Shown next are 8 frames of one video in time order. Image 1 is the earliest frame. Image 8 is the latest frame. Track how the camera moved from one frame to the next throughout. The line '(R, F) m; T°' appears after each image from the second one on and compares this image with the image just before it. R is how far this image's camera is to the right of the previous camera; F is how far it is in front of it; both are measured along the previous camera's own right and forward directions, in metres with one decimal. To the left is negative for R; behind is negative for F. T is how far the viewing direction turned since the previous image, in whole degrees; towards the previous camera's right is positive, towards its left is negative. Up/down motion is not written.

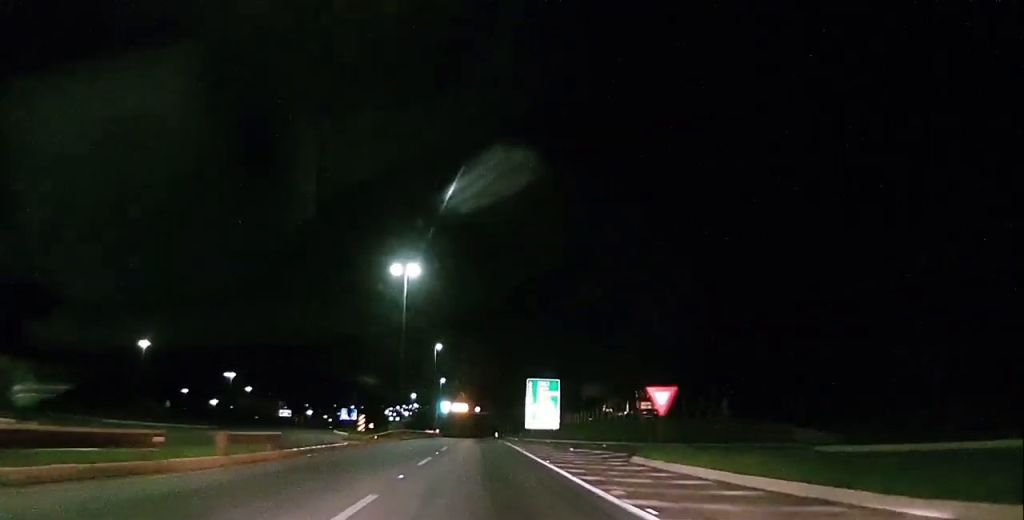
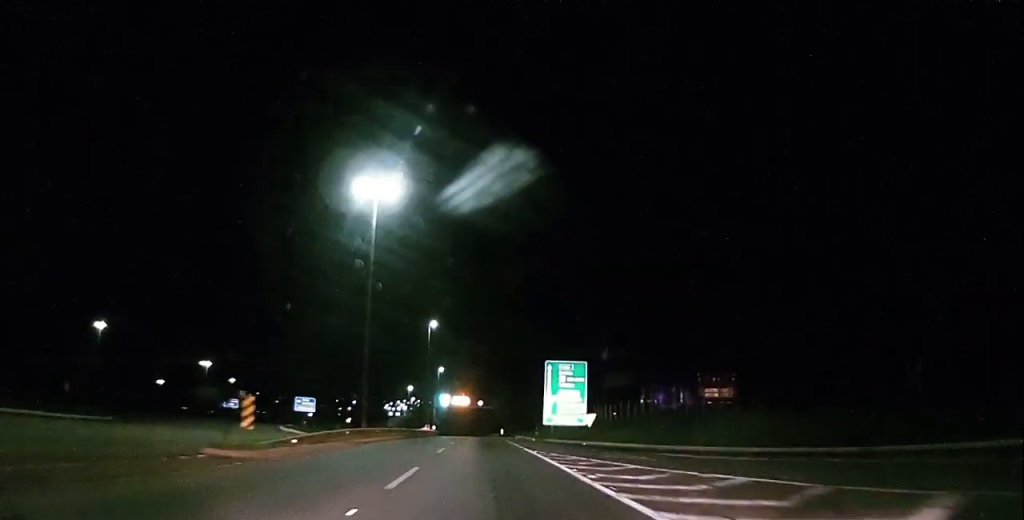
(+0.3, +18.8) m; -1°
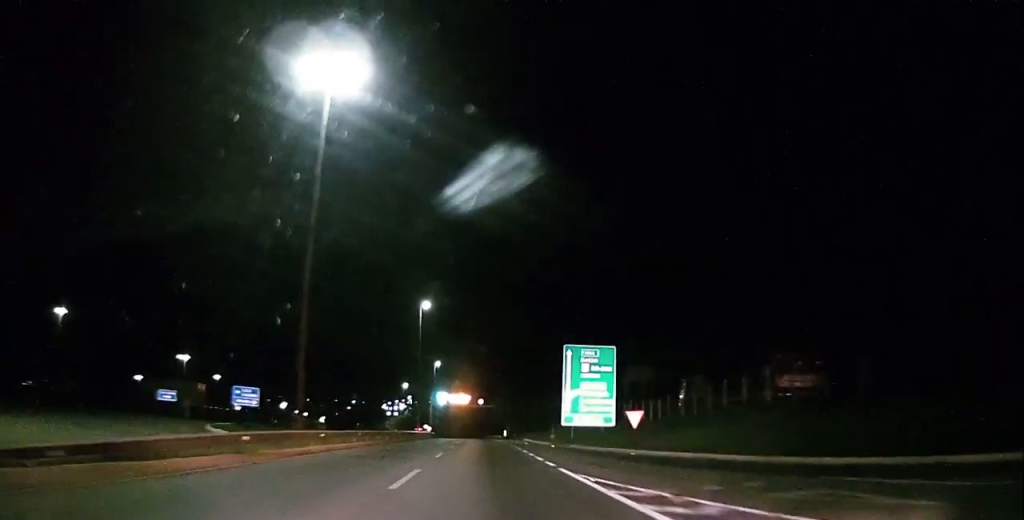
(-0.6, +13.0) m; 0°
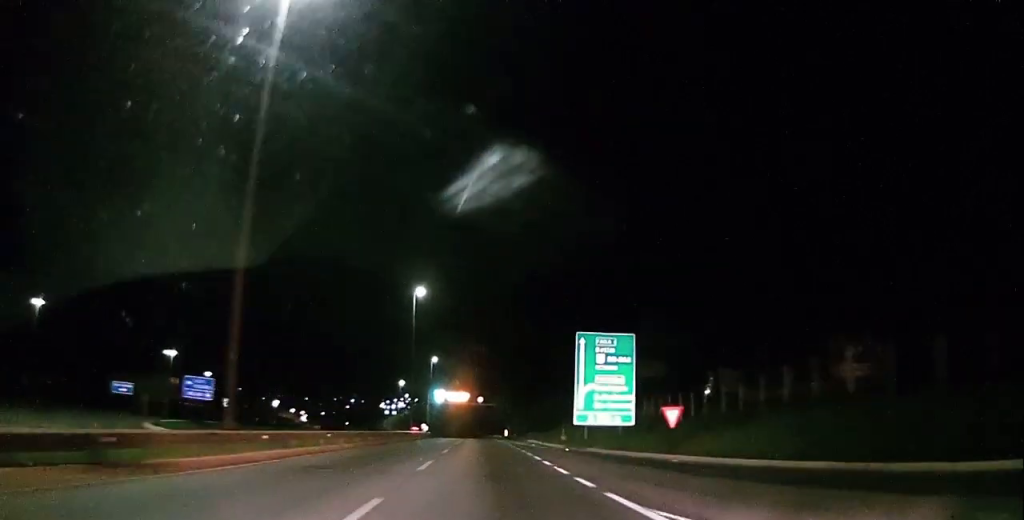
(+0.3, +6.5) m; +1°
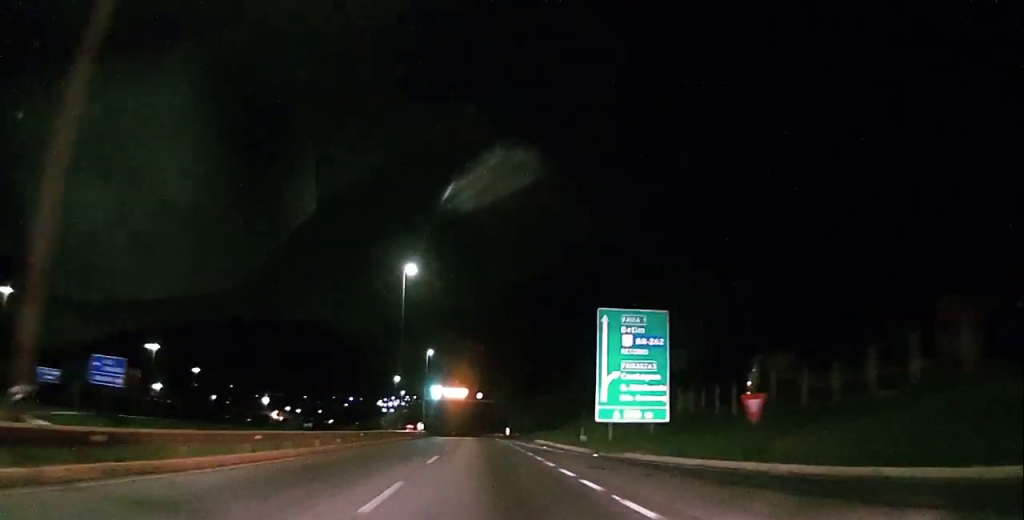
(+0.3, +8.0) m; +1°
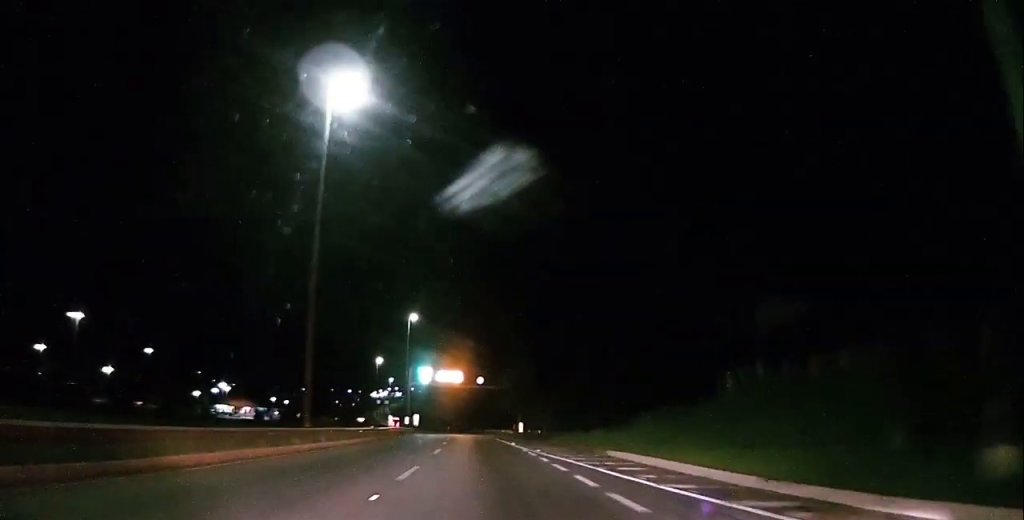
(-0.8, +29.4) m; -2°
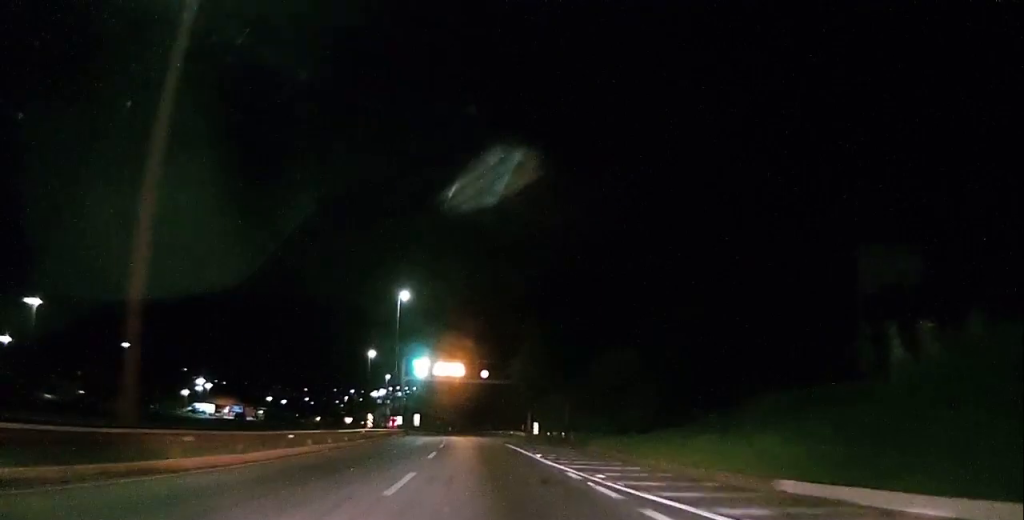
(+0.1, +13.4) m; 0°
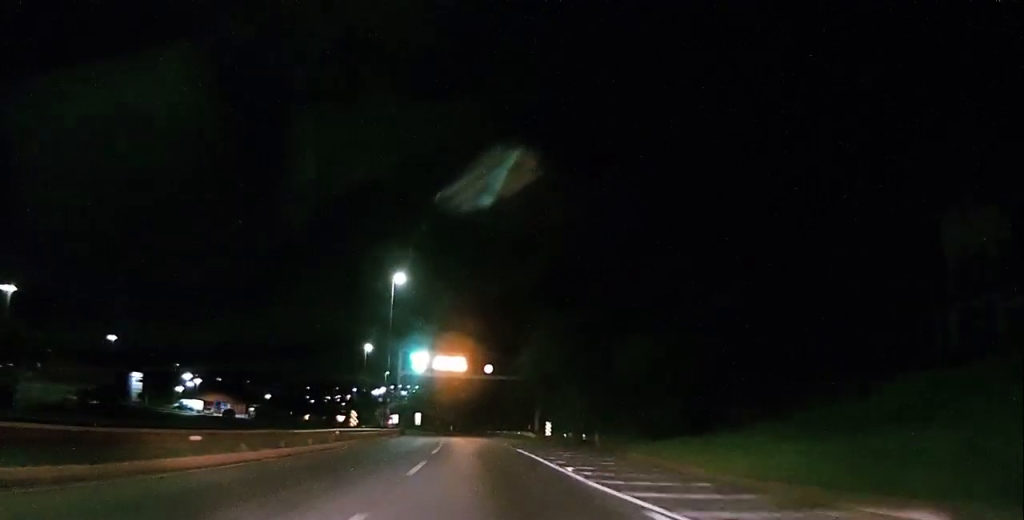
(+0.2, +7.4) m; 0°
